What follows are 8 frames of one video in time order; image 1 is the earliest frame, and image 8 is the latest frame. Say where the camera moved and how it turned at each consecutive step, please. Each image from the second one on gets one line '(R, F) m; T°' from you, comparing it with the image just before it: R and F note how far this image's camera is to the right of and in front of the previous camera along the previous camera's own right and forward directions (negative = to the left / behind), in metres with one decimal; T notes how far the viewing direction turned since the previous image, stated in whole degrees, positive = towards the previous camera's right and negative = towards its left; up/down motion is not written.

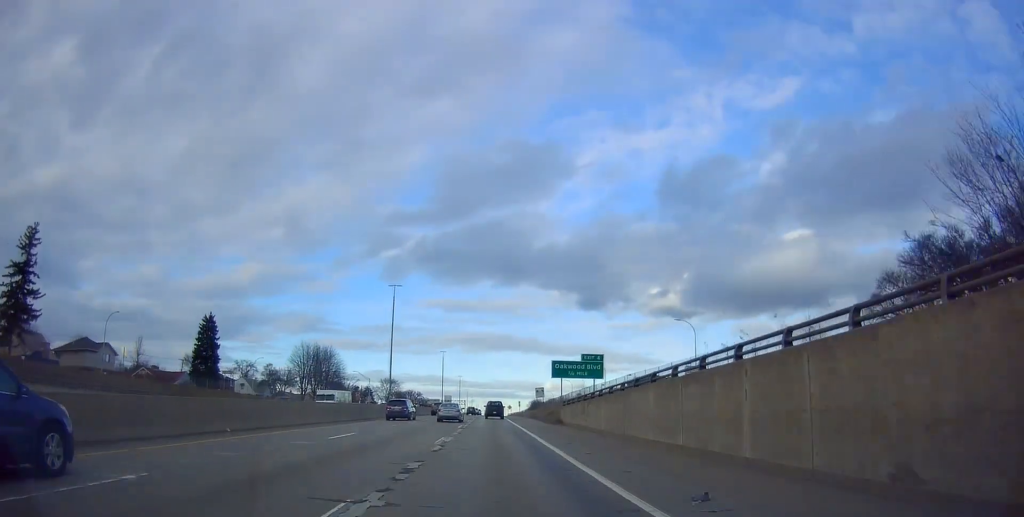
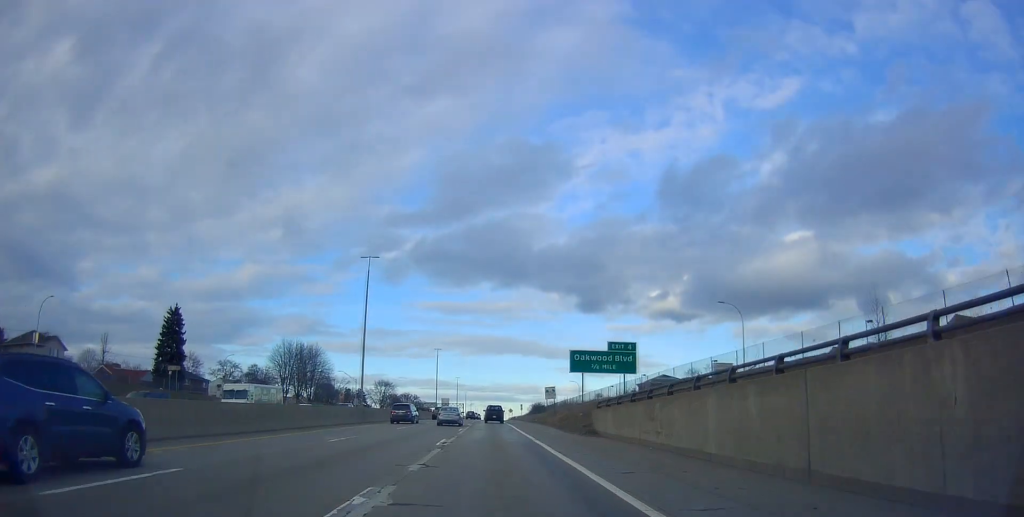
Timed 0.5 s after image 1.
(+0.1, +14.3) m; 0°
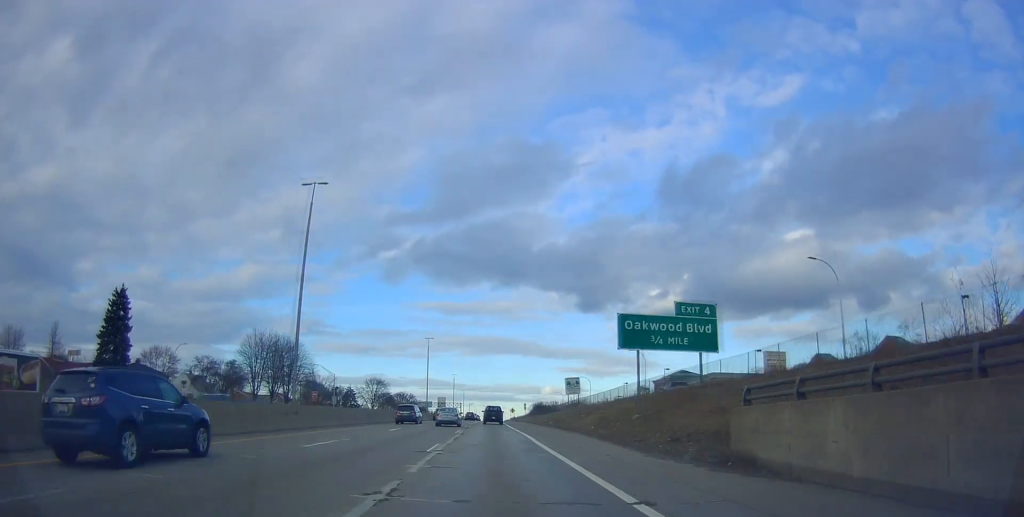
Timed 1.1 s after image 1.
(-0.2, +18.0) m; -1°
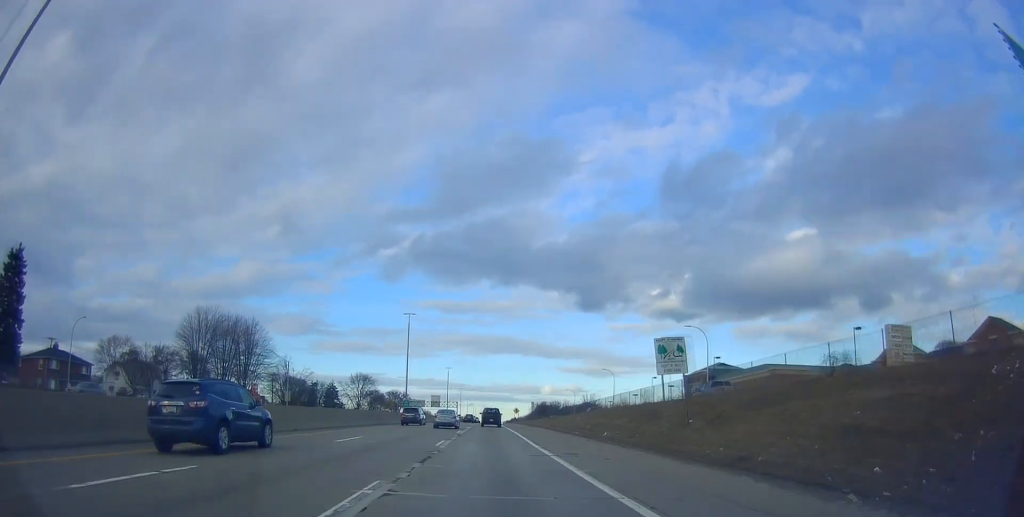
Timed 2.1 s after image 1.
(-0.5, +26.4) m; -2°
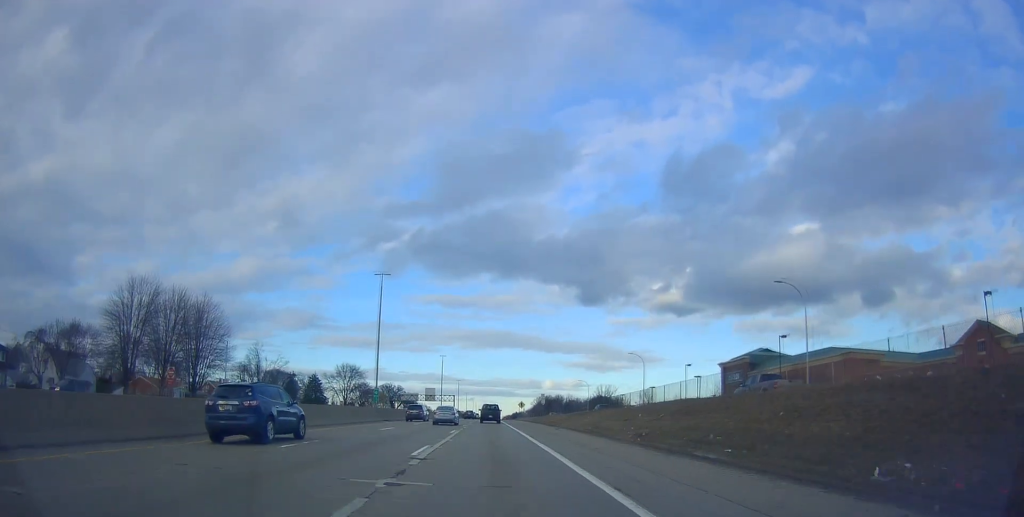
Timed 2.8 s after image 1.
(-0.3, +21.6) m; -1°
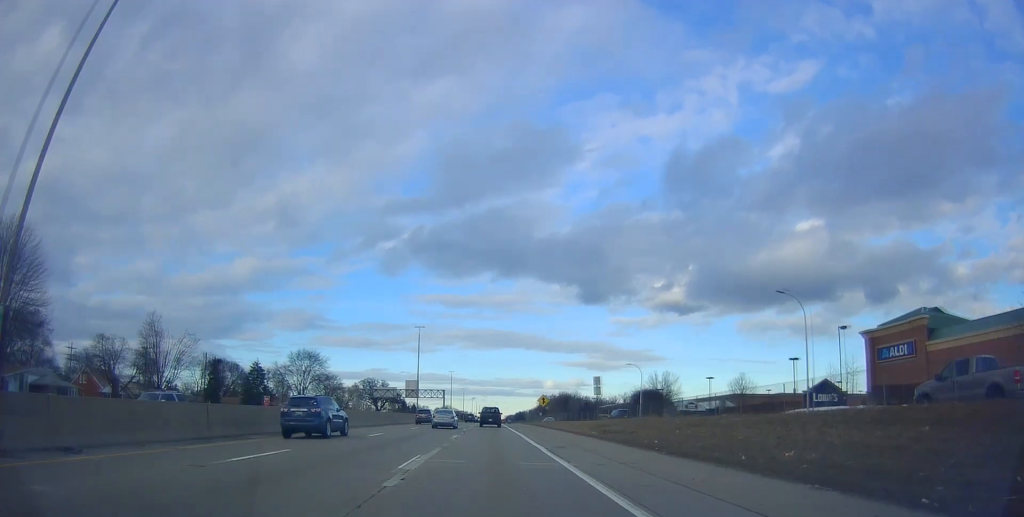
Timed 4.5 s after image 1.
(0.0, +48.1) m; 0°
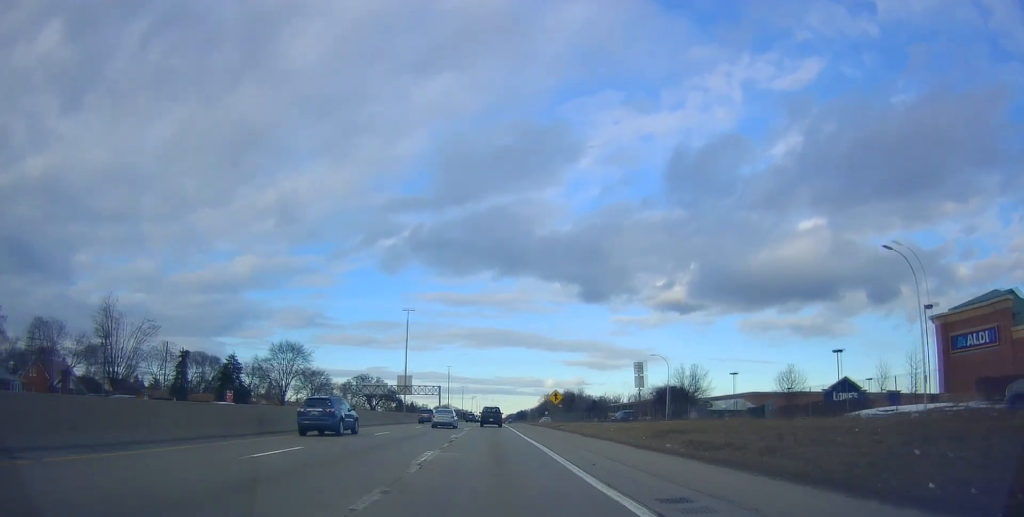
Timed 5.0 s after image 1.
(-0.1, +14.3) m; -1°
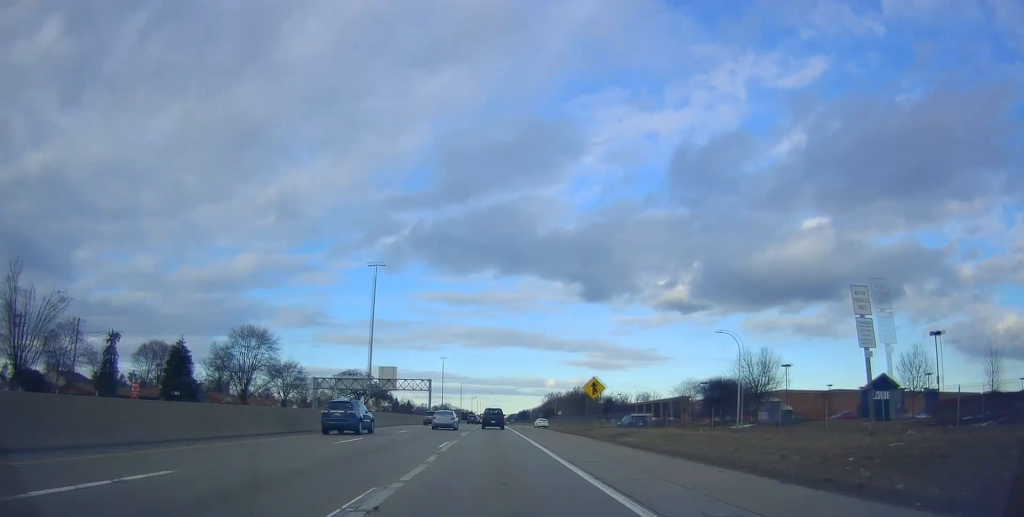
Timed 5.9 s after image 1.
(-0.3, +23.8) m; -1°
